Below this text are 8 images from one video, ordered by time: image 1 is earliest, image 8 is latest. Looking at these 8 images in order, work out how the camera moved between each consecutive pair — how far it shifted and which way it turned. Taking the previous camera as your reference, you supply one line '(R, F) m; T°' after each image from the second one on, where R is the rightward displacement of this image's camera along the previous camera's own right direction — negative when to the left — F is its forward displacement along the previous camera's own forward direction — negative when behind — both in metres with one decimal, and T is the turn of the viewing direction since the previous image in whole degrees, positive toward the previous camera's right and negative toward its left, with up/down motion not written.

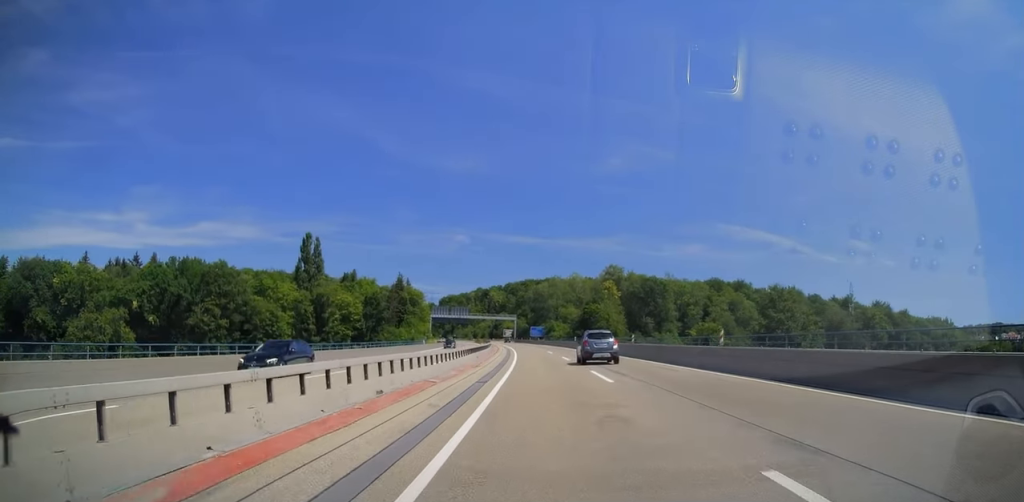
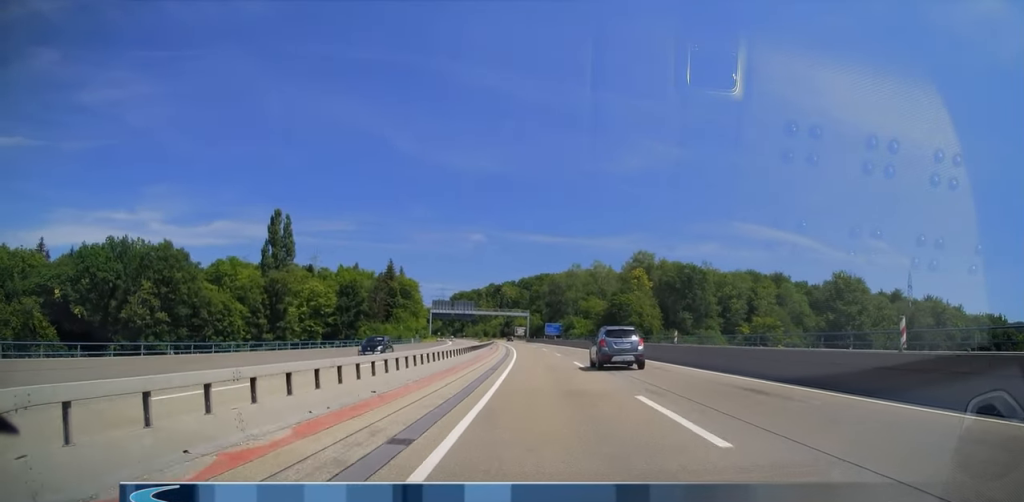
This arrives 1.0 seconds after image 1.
(0.0, +28.6) m; 0°
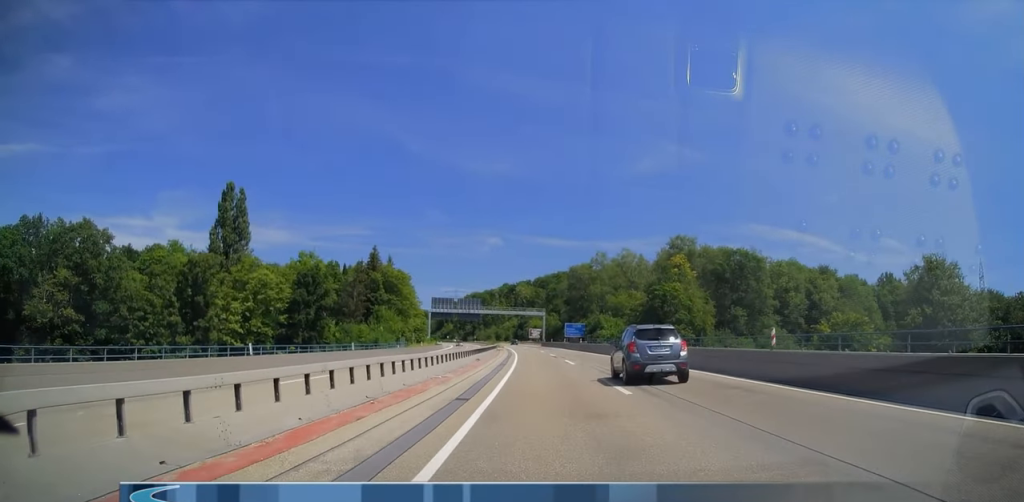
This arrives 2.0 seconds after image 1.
(0.0, +28.6) m; 0°
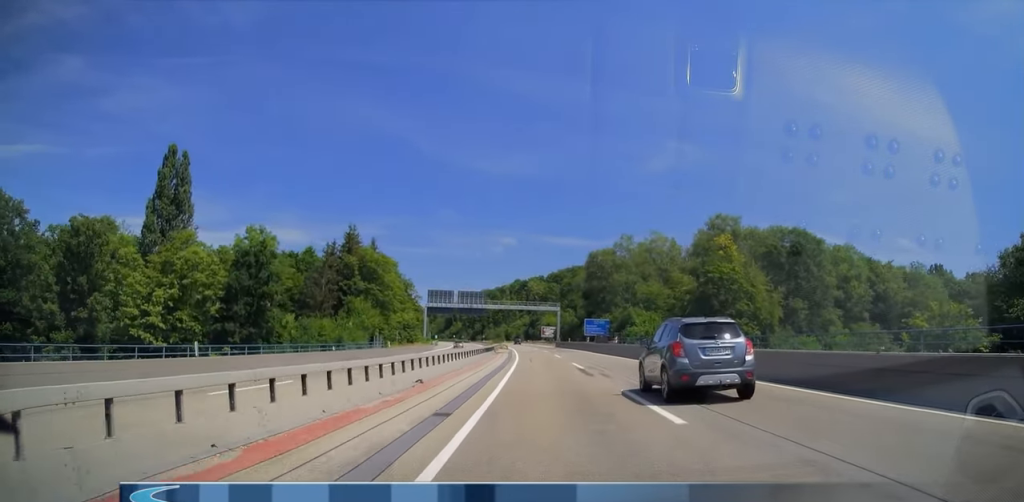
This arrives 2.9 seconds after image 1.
(0.0, +23.0) m; 0°
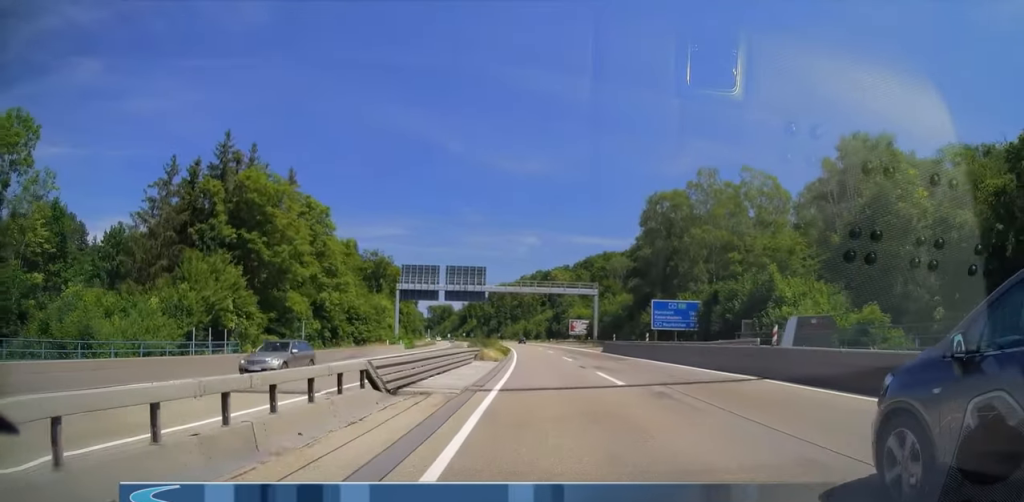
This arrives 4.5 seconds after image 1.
(0.0, +46.9) m; -2°
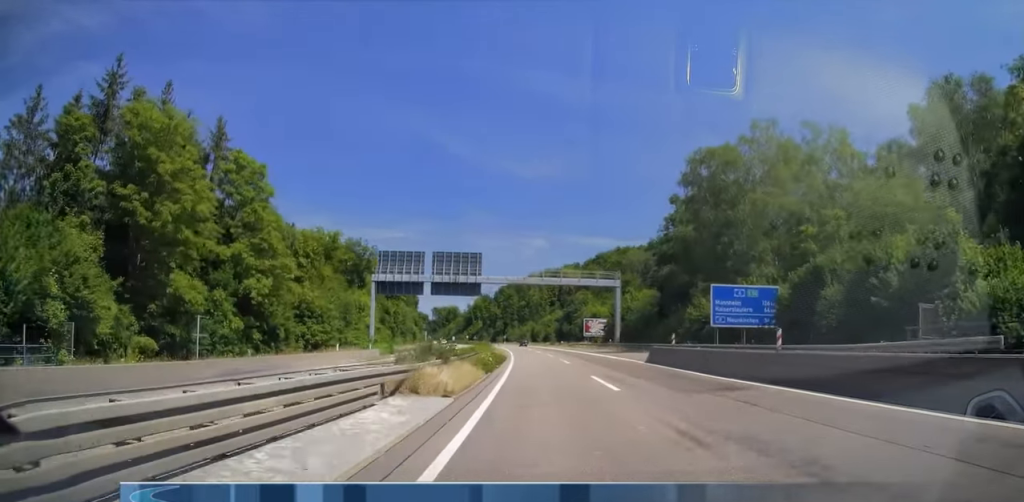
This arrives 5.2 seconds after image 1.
(-0.4, +18.3) m; -2°
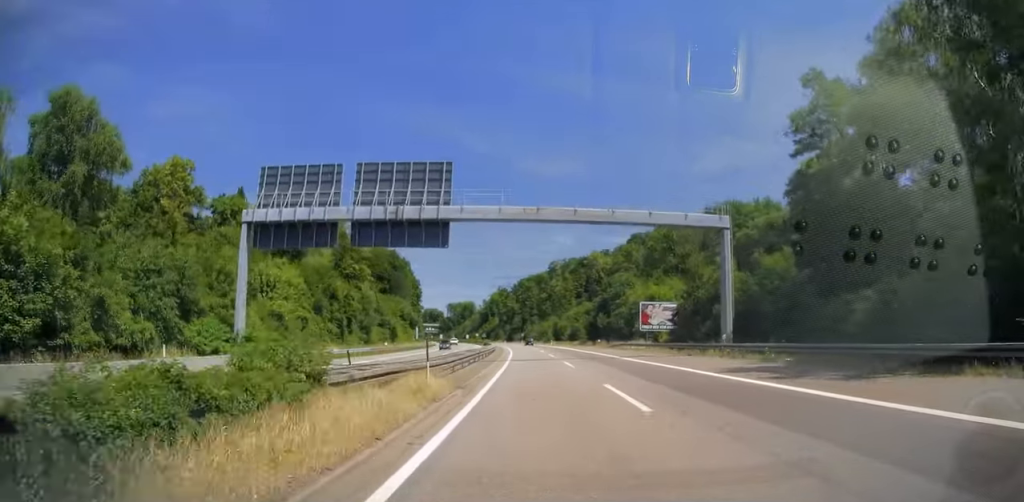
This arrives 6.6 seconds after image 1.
(-1.6, +39.4) m; -3°
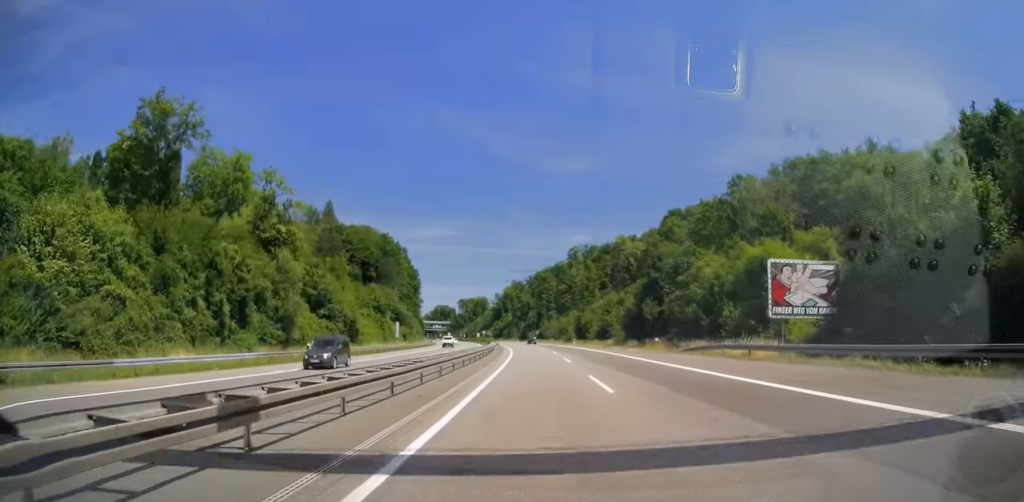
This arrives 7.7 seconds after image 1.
(-0.3, +31.9) m; -2°
